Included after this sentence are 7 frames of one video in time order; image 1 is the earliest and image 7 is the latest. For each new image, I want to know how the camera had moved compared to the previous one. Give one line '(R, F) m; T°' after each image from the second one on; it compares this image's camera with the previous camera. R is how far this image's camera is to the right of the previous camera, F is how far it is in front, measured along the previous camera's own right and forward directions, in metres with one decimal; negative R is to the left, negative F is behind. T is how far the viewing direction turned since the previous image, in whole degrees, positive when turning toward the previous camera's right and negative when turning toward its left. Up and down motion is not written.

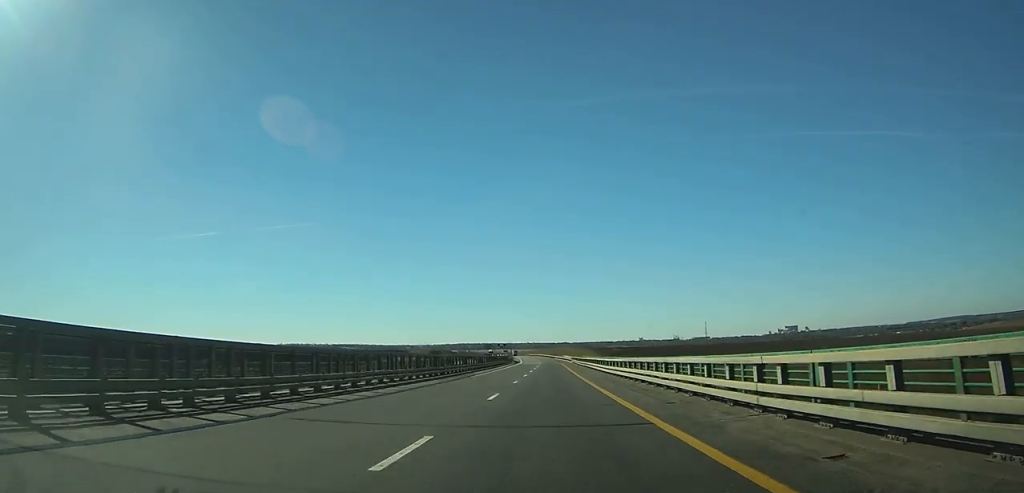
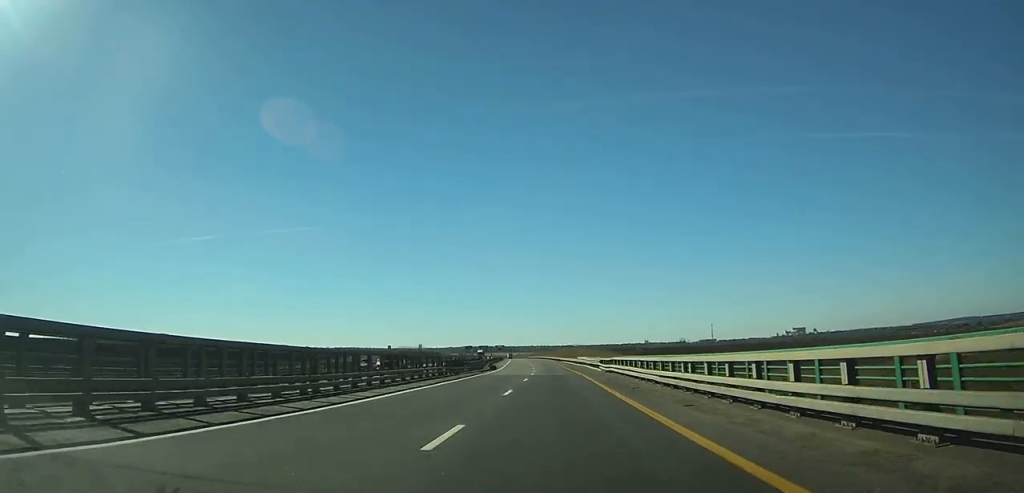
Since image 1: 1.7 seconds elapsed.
(-0.5, +56.9) m; -1°
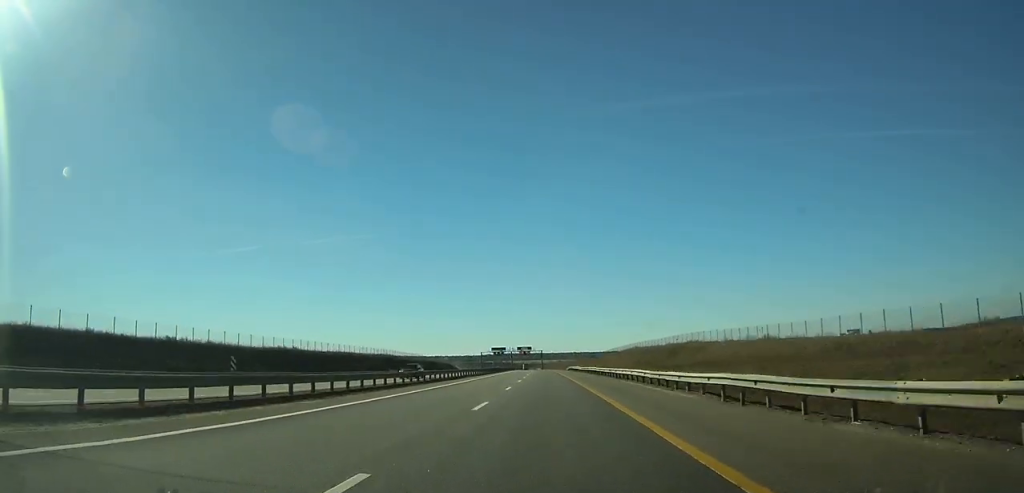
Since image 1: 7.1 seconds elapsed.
(-4.7, +171.5) m; -4°
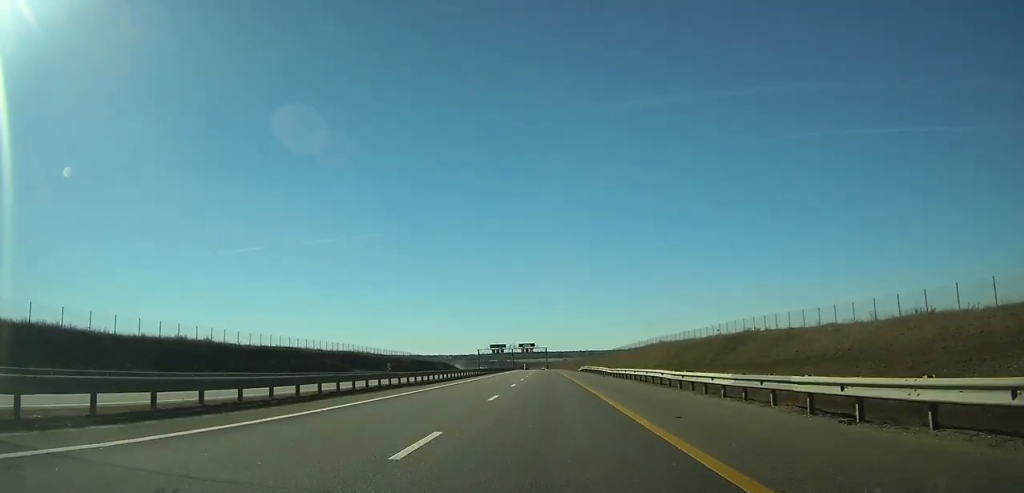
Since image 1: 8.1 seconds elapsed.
(-0.4, +31.3) m; -1°
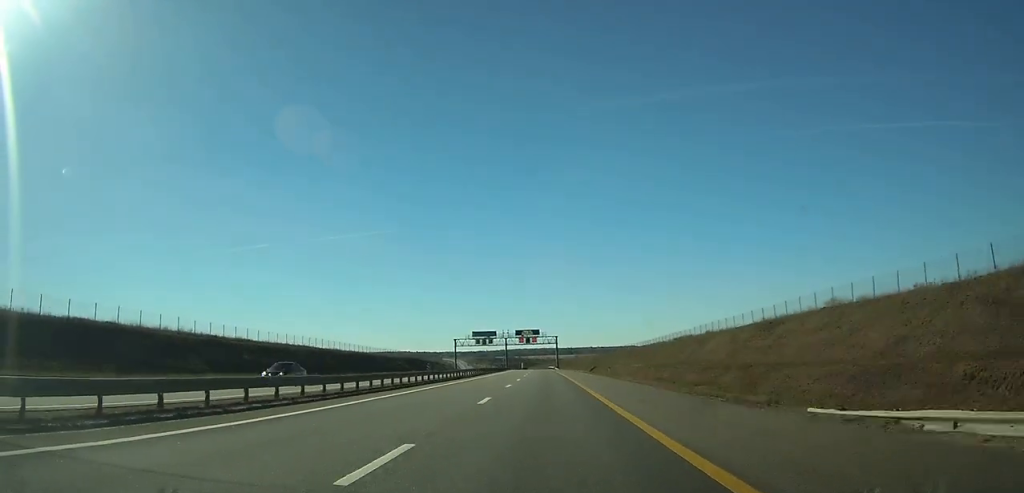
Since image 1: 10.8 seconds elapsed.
(-0.9, +84.0) m; -1°
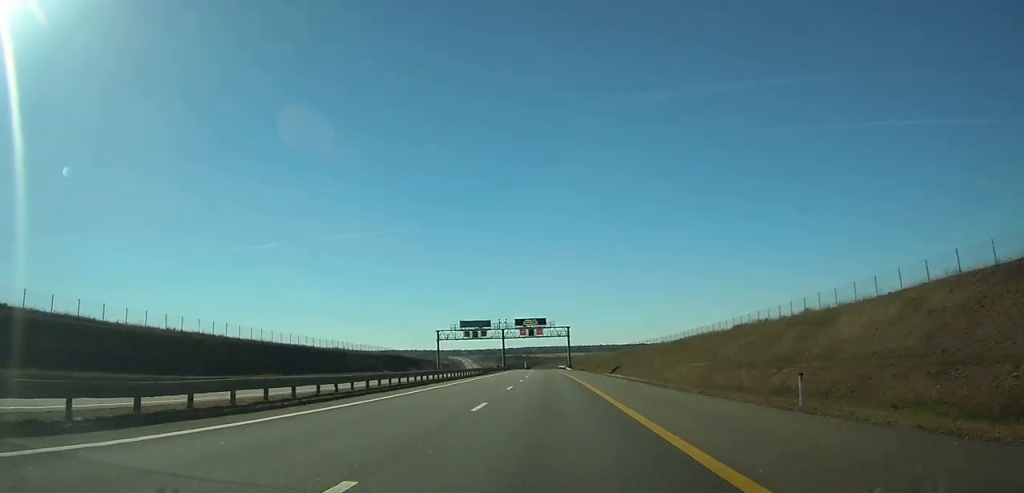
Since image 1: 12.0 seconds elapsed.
(-0.3, +38.1) m; -1°
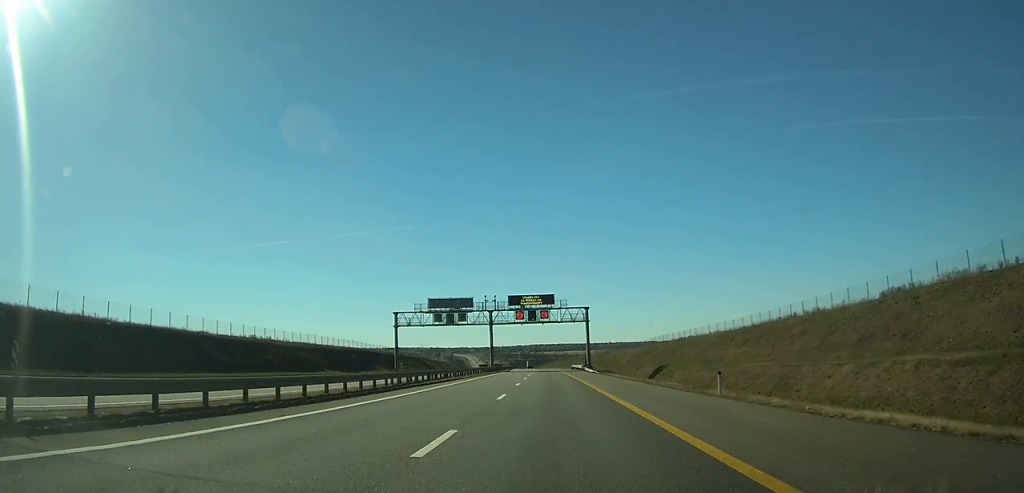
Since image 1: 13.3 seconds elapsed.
(-0.2, +42.5) m; -1°
